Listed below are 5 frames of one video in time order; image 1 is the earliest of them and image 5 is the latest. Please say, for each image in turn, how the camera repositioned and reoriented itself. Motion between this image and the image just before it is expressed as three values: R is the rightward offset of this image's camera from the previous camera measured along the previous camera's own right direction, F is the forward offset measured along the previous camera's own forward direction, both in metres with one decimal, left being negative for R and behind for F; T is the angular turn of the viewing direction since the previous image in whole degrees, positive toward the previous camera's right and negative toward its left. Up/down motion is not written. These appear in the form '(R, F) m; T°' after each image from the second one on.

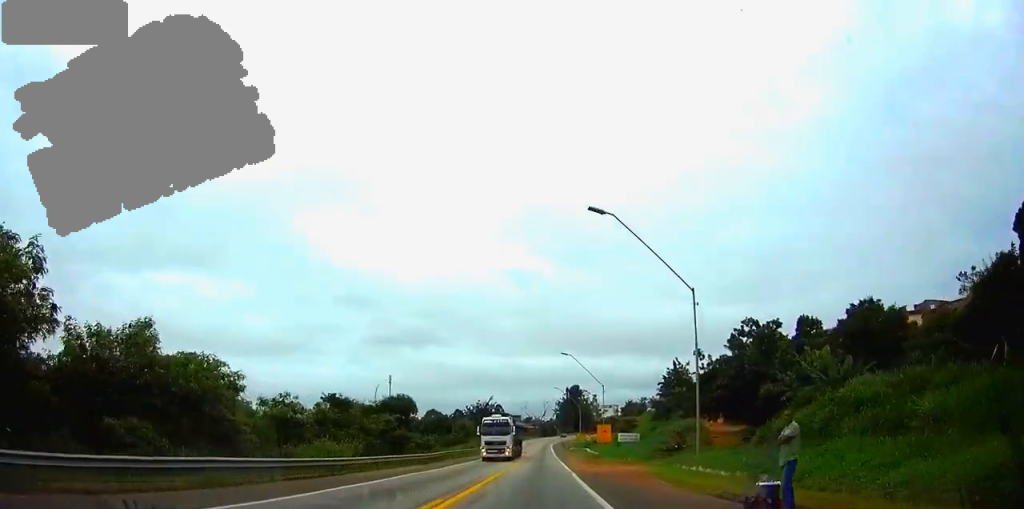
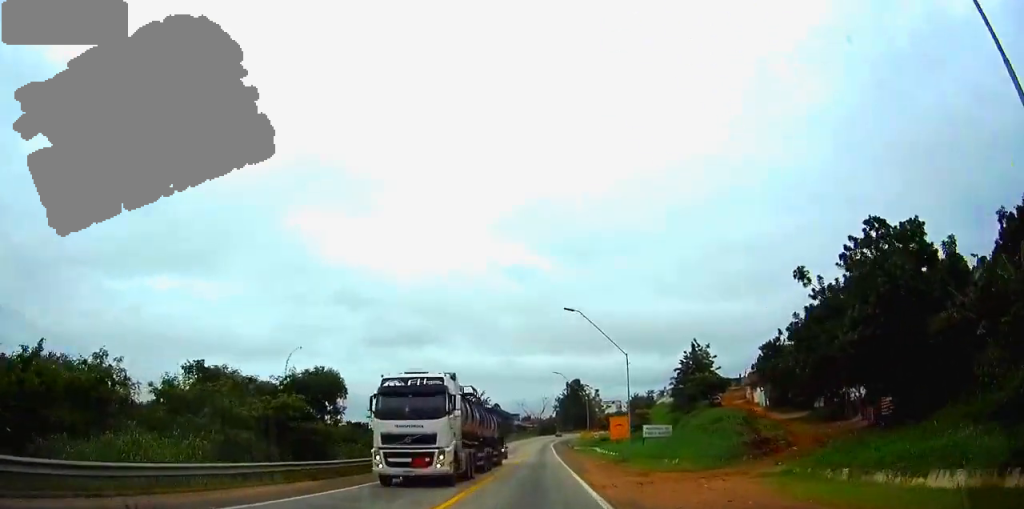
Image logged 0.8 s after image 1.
(0.0, +20.0) m; 0°
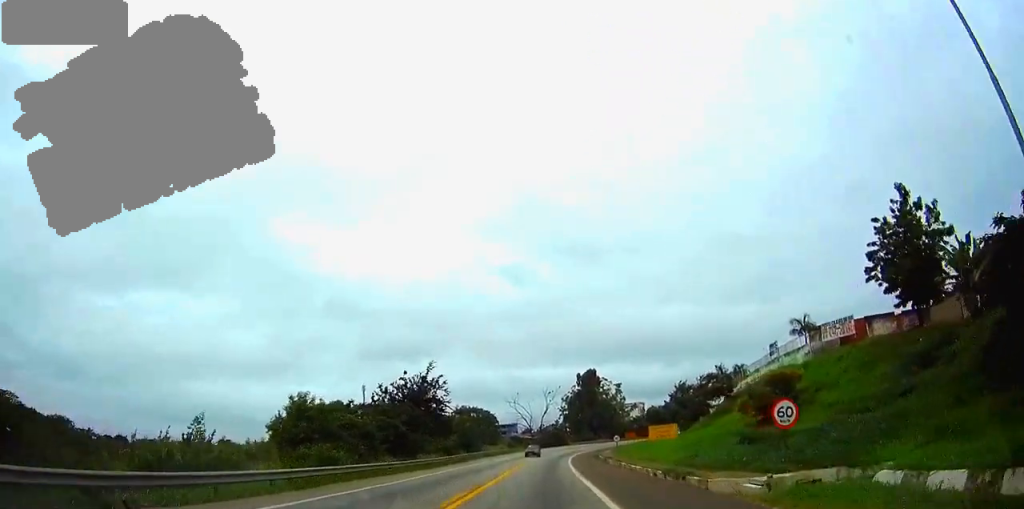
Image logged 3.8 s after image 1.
(0.0, +77.2) m; +1°
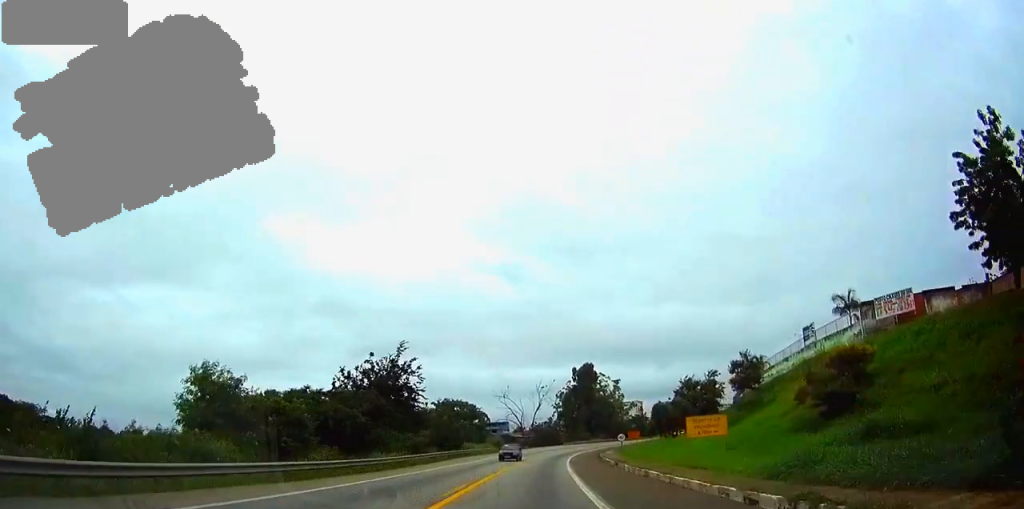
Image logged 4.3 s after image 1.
(0.0, +13.3) m; 0°
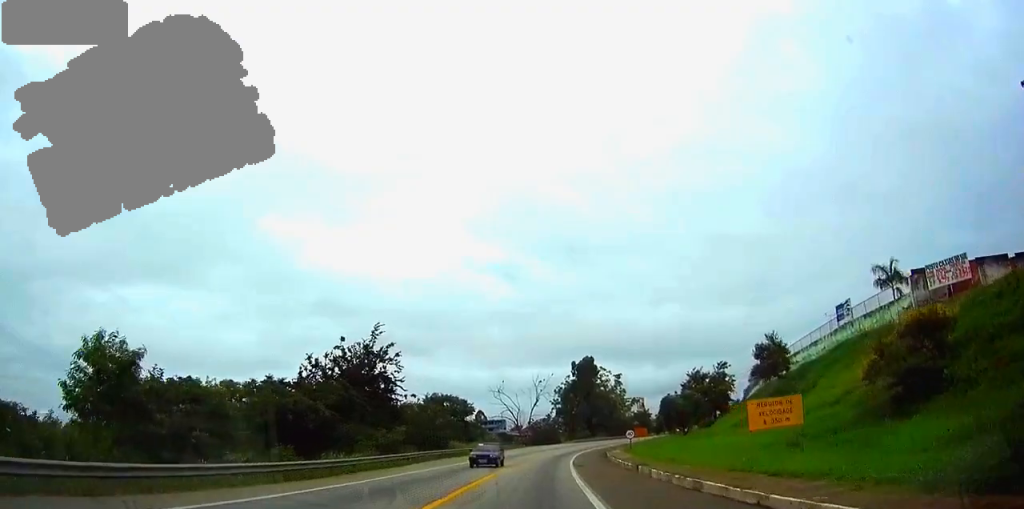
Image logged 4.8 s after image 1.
(0.0, +10.7) m; 0°
